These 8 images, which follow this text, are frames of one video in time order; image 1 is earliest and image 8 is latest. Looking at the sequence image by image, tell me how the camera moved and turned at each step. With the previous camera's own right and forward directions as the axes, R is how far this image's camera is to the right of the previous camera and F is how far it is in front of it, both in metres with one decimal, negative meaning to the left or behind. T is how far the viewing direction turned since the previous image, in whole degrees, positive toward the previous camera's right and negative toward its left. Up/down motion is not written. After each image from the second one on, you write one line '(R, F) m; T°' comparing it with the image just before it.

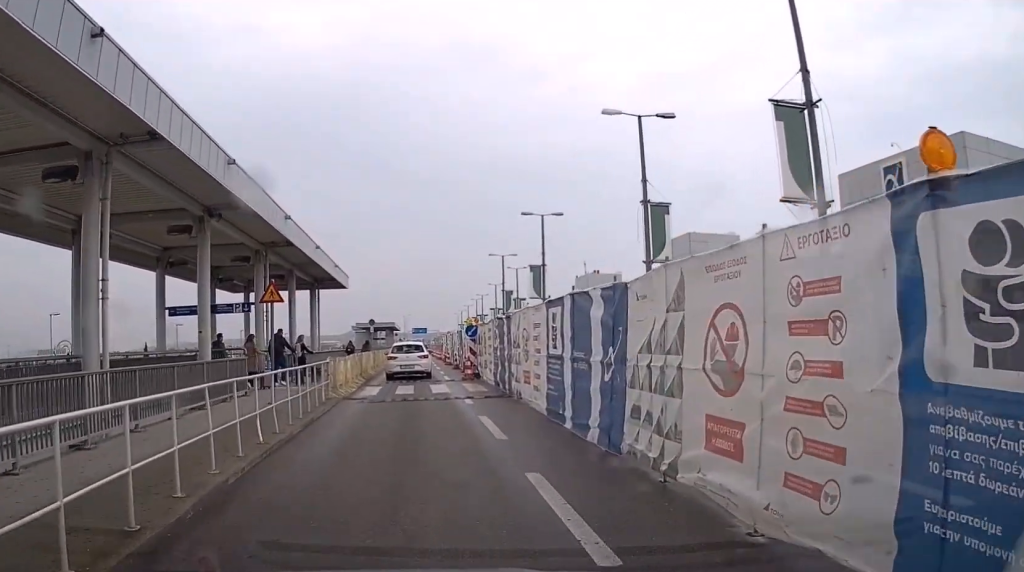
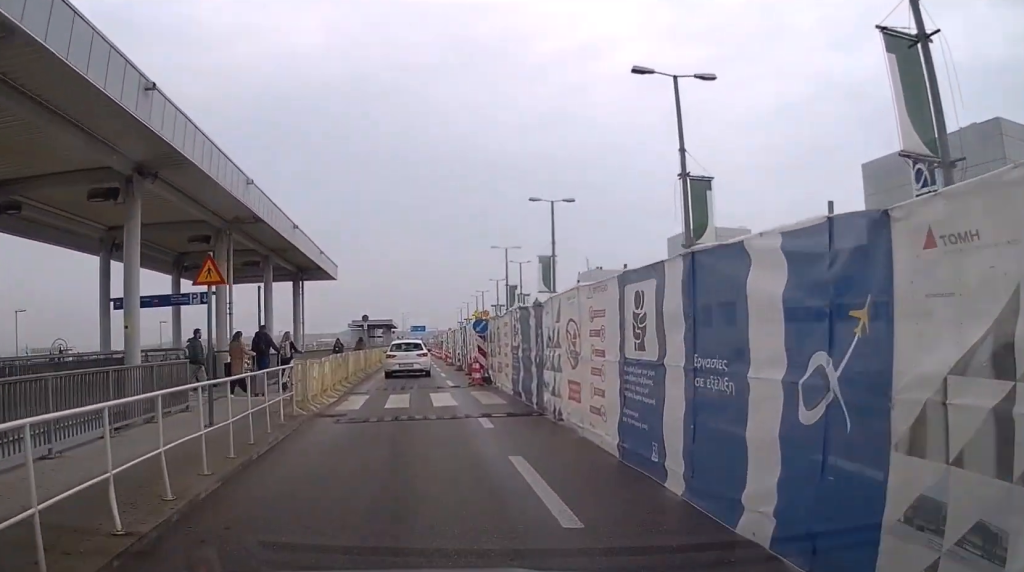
(0.0, +5.2) m; 0°
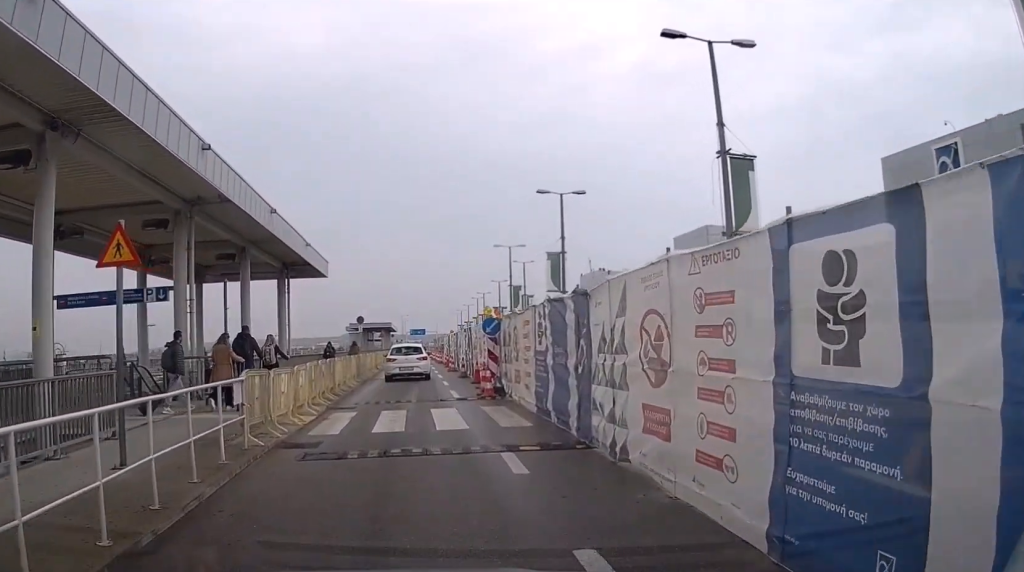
(0.0, +3.9) m; -1°
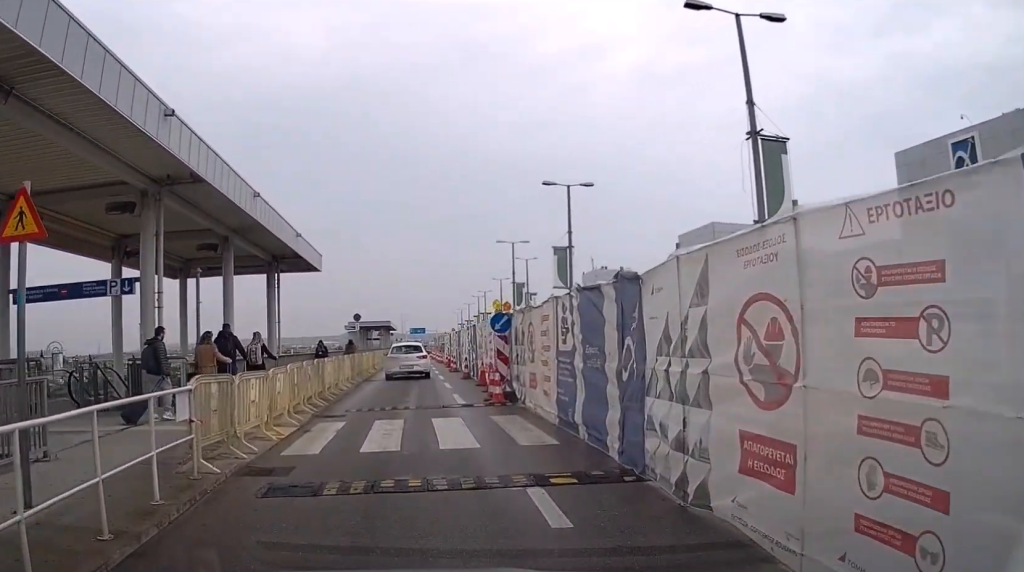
(0.0, +2.4) m; 0°
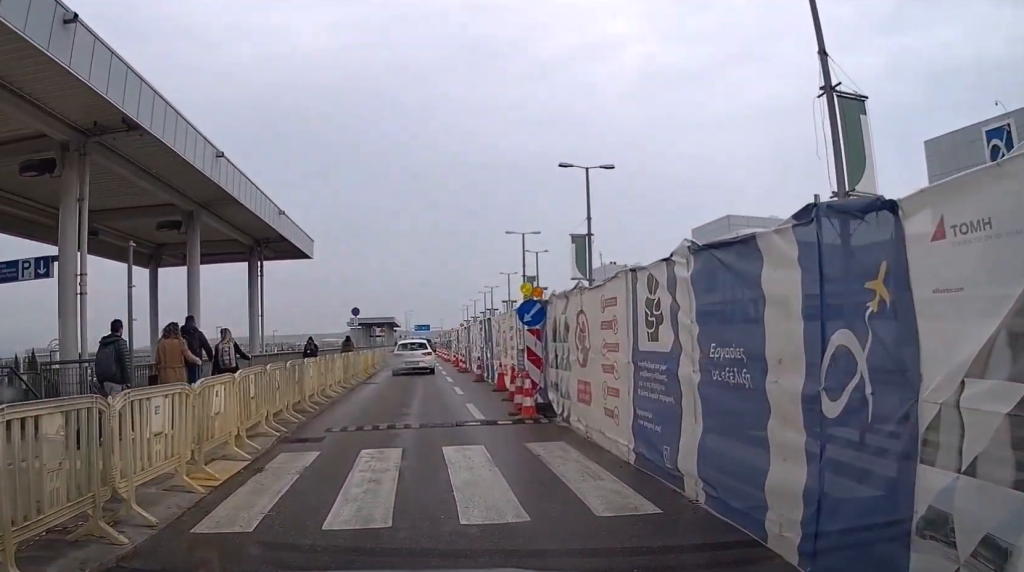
(-0.1, +4.2) m; 0°
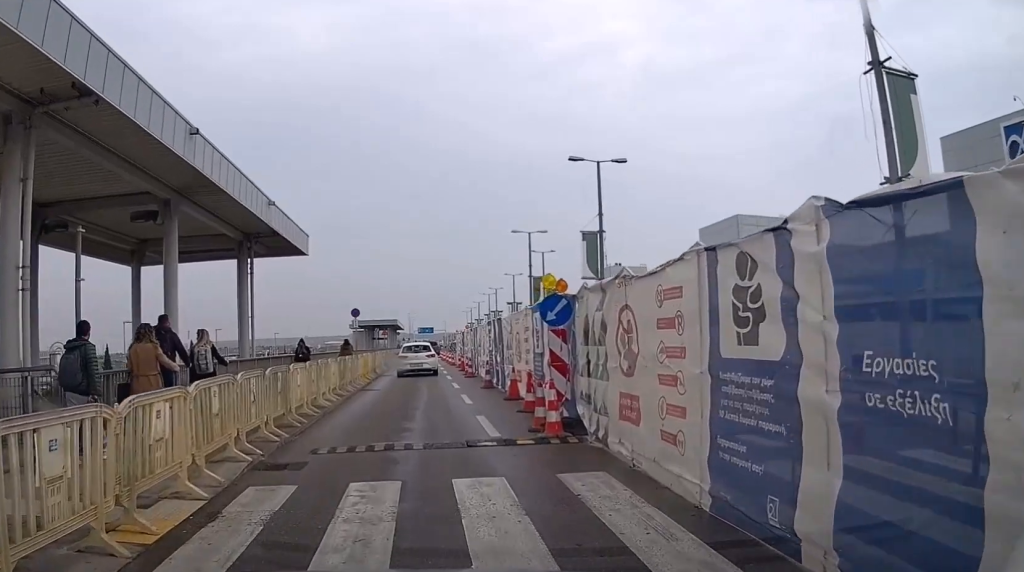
(+0.1, +2.3) m; 0°
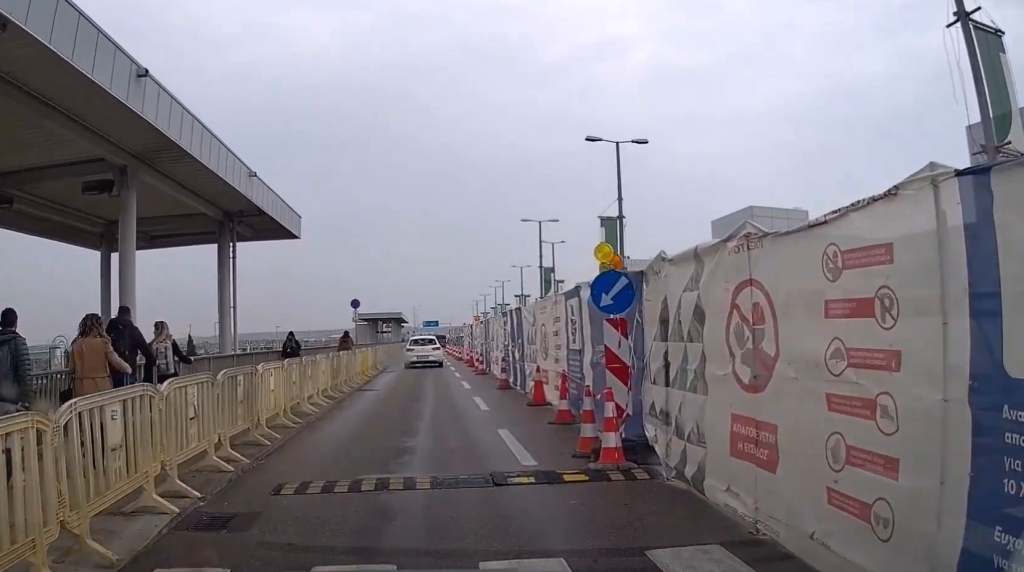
(0.0, +3.2) m; -1°
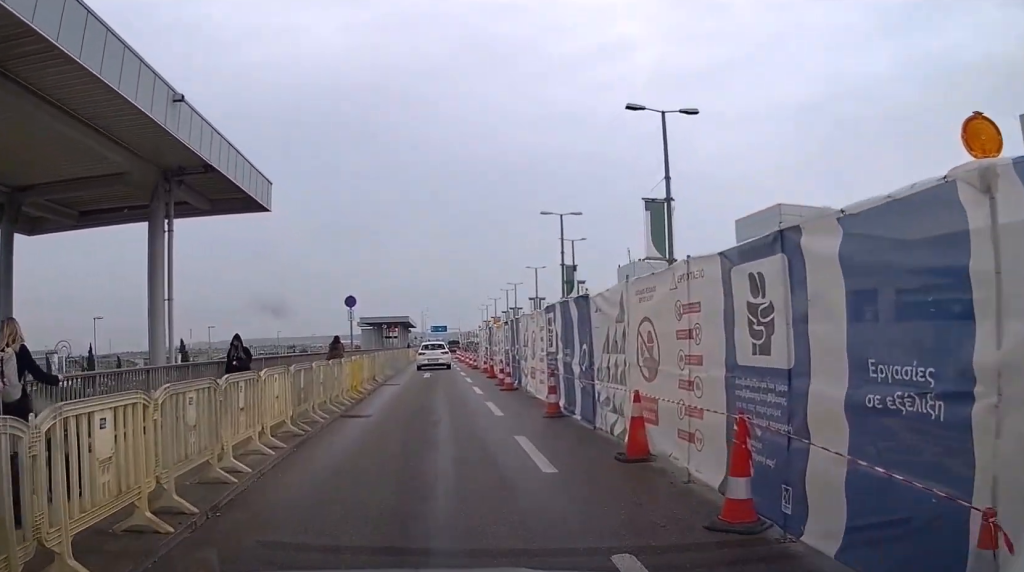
(-0.1, +6.5) m; 0°
